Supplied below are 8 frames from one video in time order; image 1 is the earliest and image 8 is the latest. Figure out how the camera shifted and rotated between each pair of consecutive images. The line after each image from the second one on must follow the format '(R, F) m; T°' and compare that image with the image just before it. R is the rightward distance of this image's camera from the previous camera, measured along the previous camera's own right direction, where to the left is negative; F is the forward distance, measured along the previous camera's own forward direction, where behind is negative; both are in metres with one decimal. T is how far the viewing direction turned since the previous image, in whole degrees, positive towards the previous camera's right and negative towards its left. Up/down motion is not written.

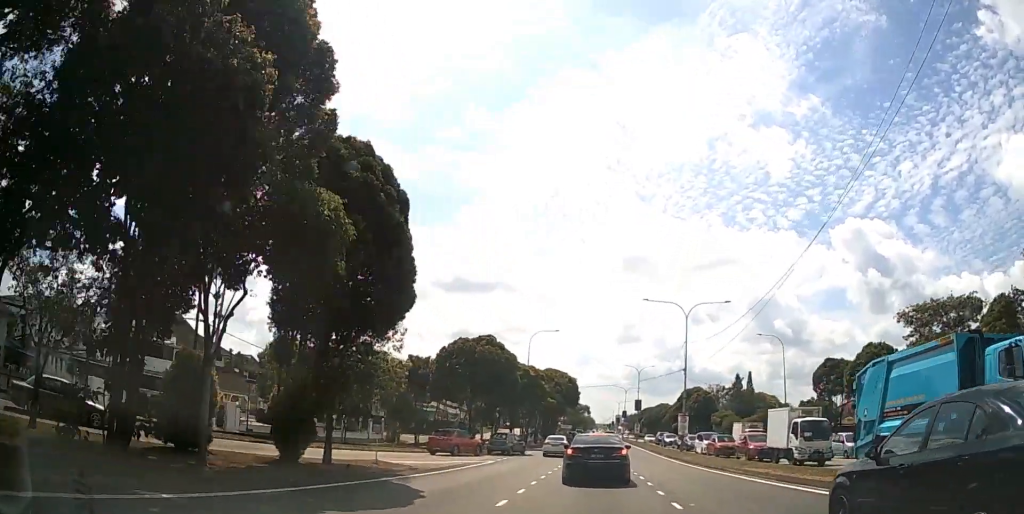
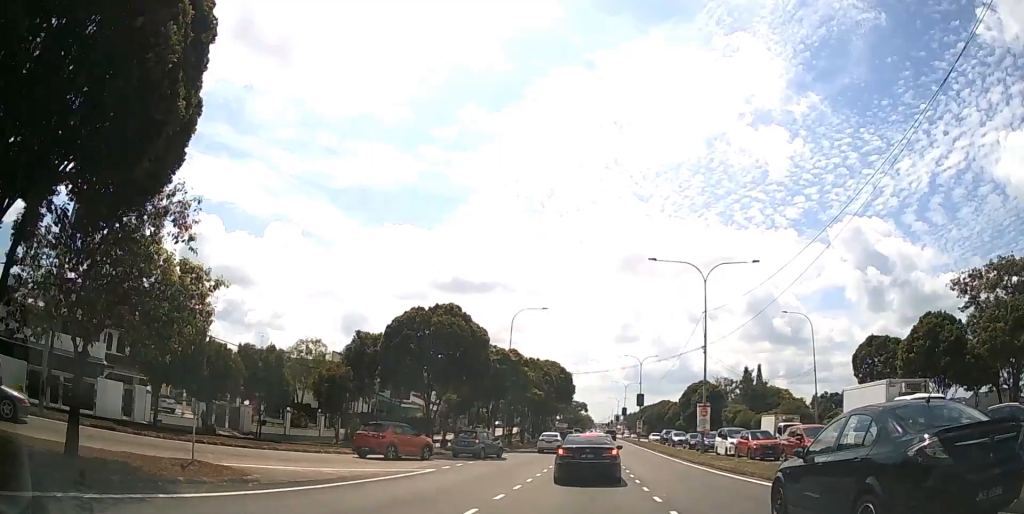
(+2.5, +8.2) m; -9°
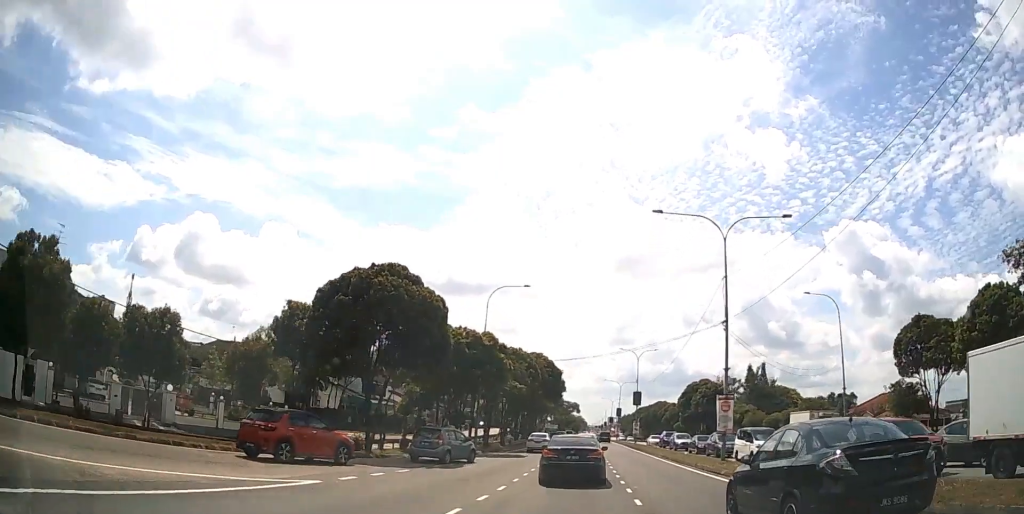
(-2.6, +7.6) m; -7°
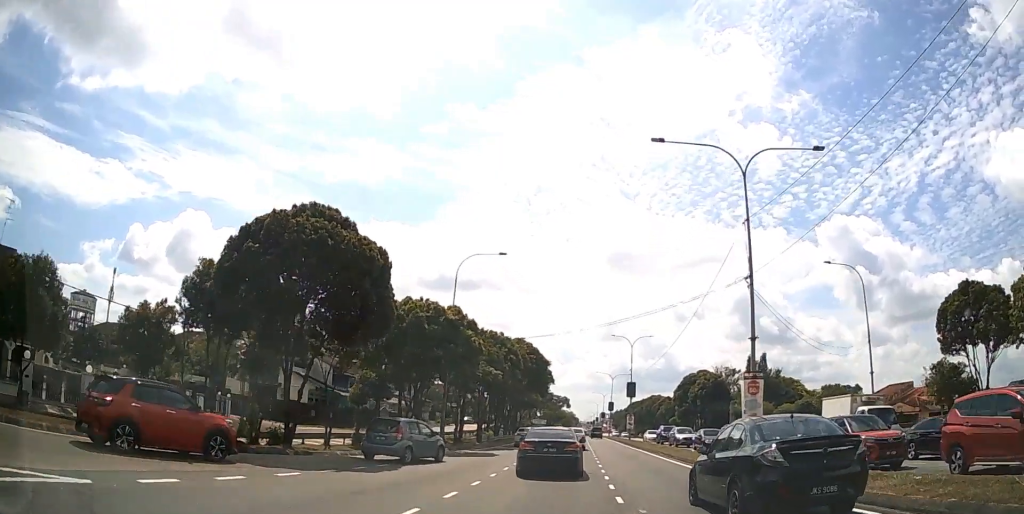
(-1.3, +7.0) m; -4°
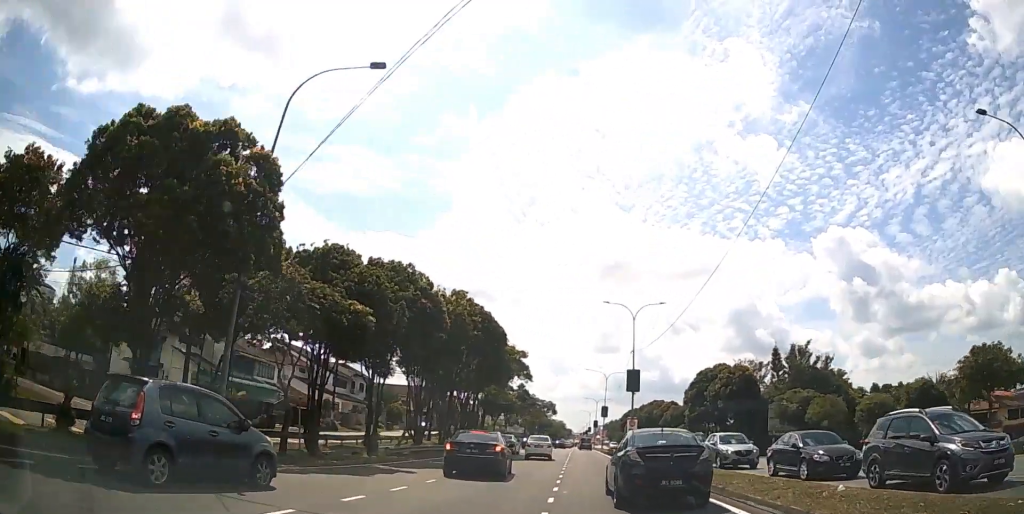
(+3.7, +20.8) m; +11°
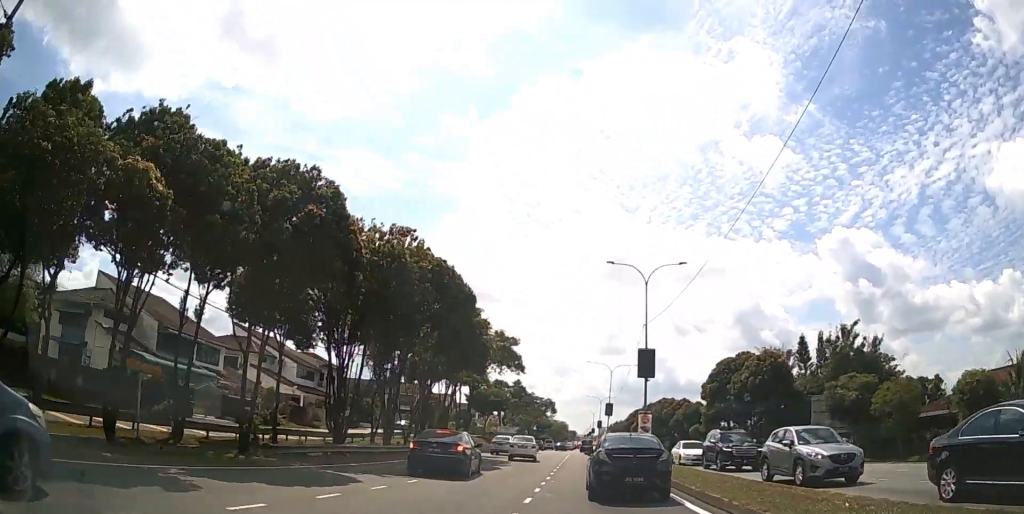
(+0.1, +10.9) m; 0°
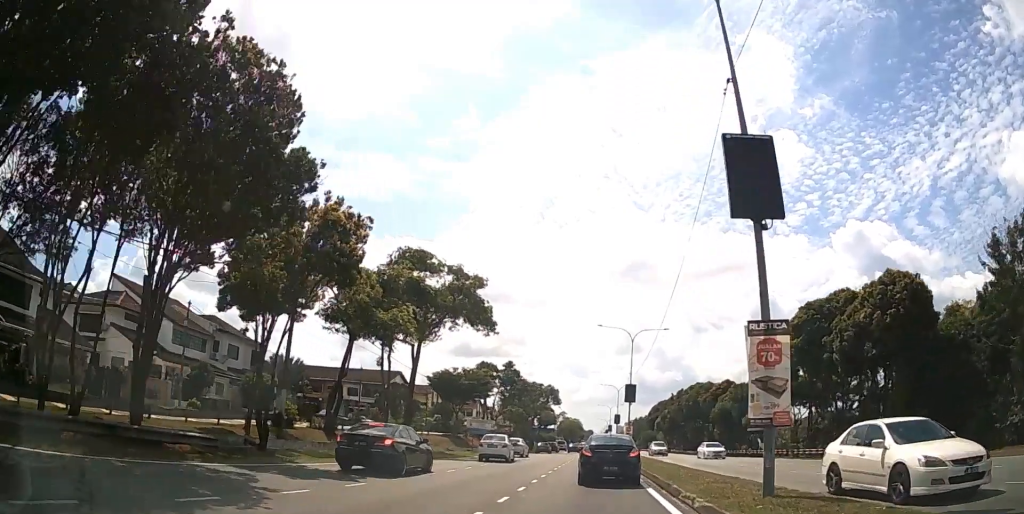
(-0.5, +23.8) m; -2°
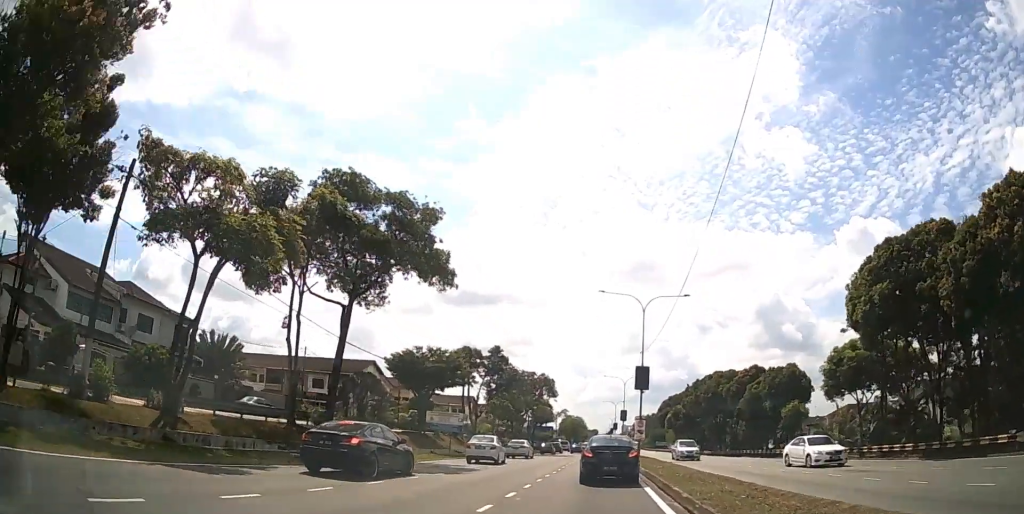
(-0.1, +12.4) m; 0°
